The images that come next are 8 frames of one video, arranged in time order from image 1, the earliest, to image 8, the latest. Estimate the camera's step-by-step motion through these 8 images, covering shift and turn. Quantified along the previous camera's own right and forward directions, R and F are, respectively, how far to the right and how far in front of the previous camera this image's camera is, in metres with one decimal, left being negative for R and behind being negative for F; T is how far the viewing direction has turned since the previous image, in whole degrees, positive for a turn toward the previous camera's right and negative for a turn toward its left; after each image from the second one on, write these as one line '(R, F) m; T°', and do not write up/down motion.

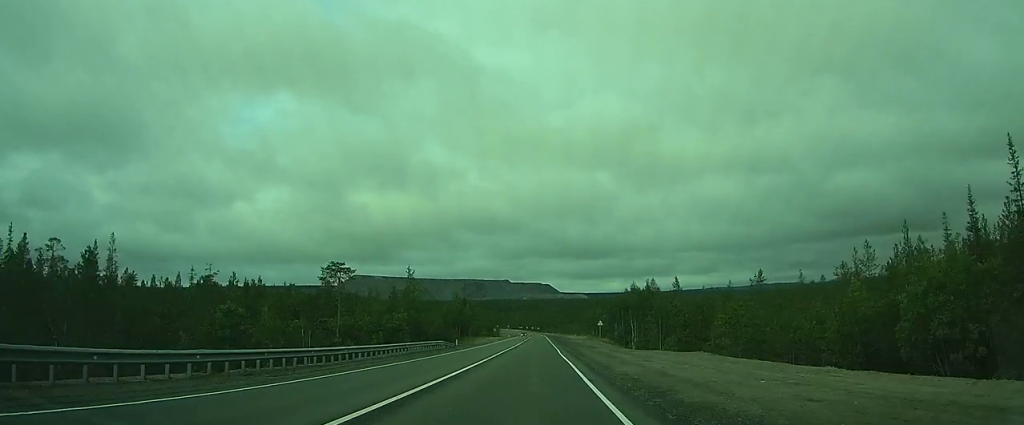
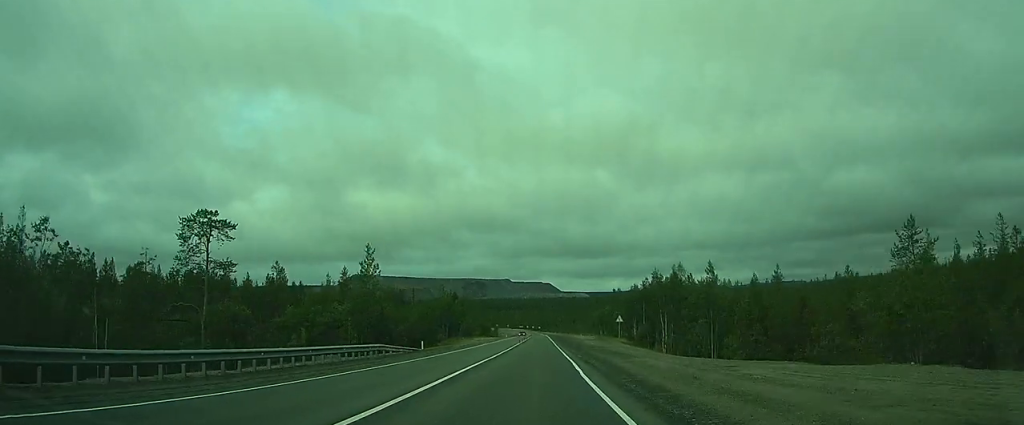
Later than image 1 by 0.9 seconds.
(+0.2, +18.0) m; +2°
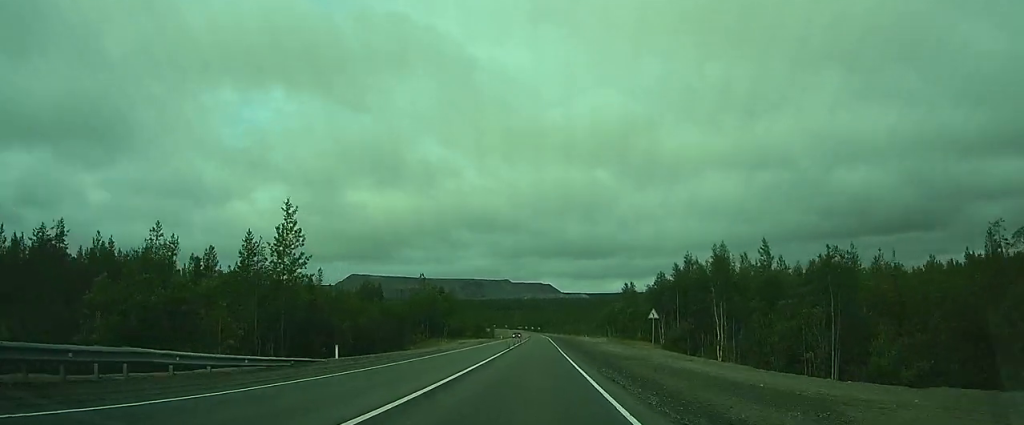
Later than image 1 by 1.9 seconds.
(+0.6, +18.8) m; +2°
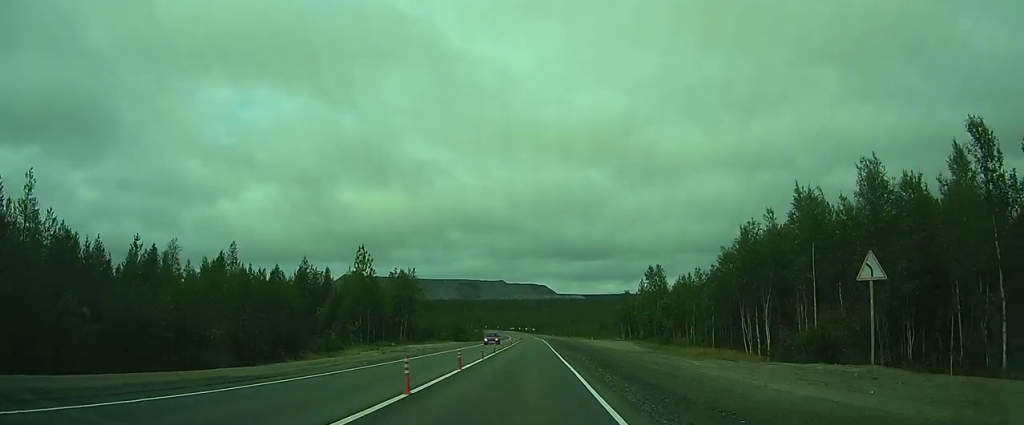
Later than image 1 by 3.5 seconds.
(0.0, +30.9) m; 0°
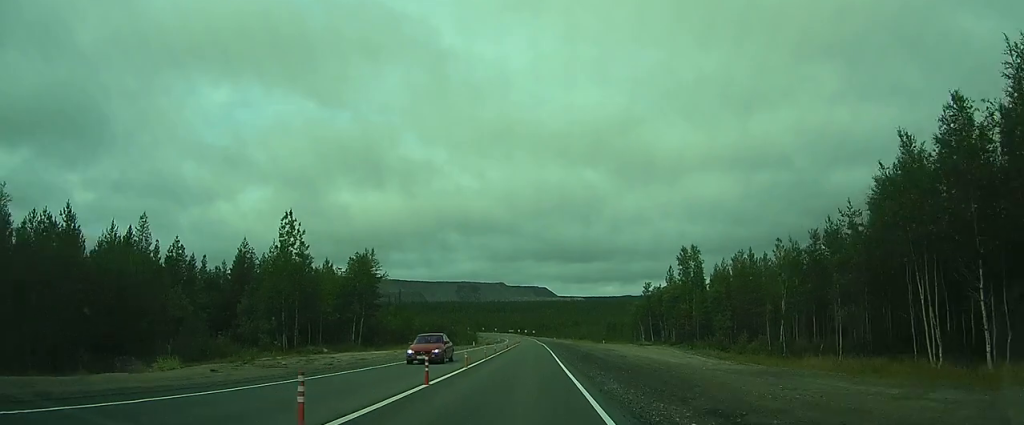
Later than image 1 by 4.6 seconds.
(0.0, +20.2) m; +1°
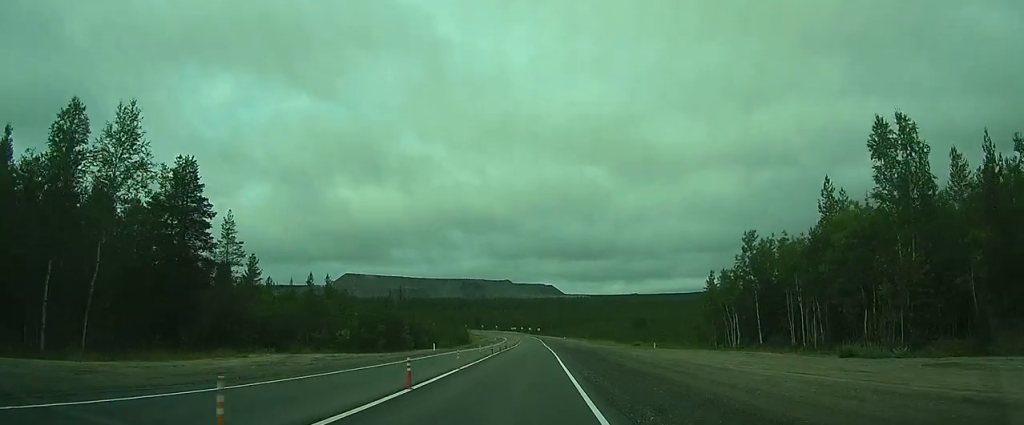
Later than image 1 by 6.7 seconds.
(-0.2, +38.8) m; -2°
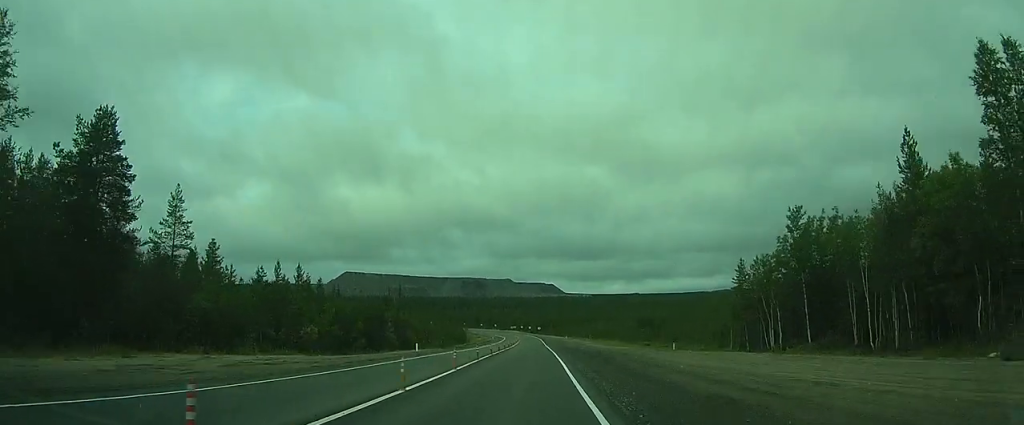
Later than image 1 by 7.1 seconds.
(0.0, +7.9) m; 0°
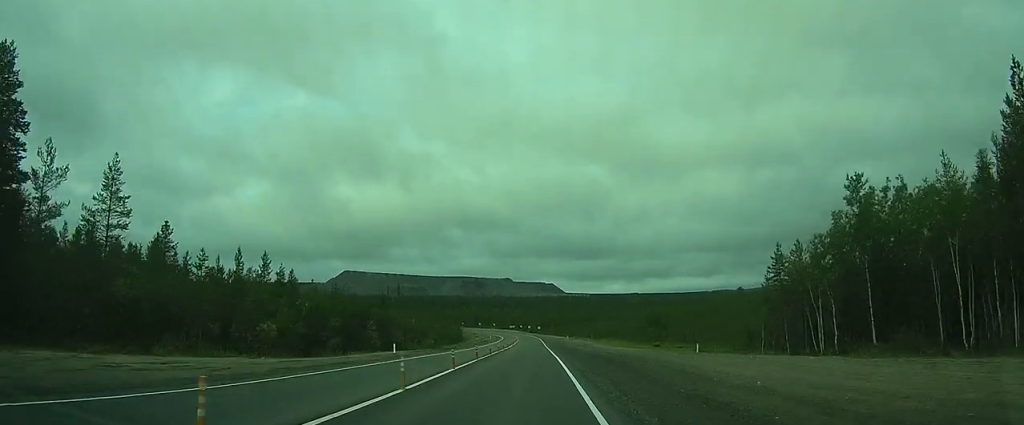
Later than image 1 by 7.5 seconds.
(0.0, +7.3) m; 0°
